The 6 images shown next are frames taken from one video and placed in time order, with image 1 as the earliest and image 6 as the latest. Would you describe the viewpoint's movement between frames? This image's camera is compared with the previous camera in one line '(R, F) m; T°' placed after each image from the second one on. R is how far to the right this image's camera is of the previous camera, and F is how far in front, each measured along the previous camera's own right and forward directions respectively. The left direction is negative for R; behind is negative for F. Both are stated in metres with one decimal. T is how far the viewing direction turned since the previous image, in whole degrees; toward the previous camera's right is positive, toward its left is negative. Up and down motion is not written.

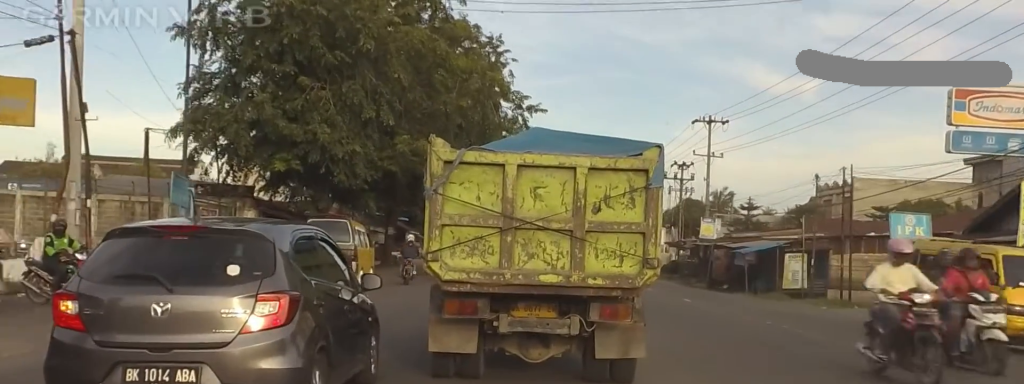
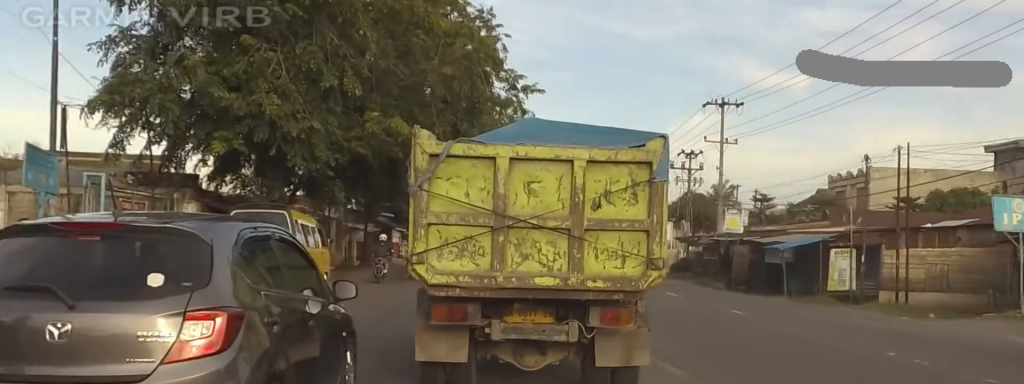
(0.0, +7.1) m; 0°
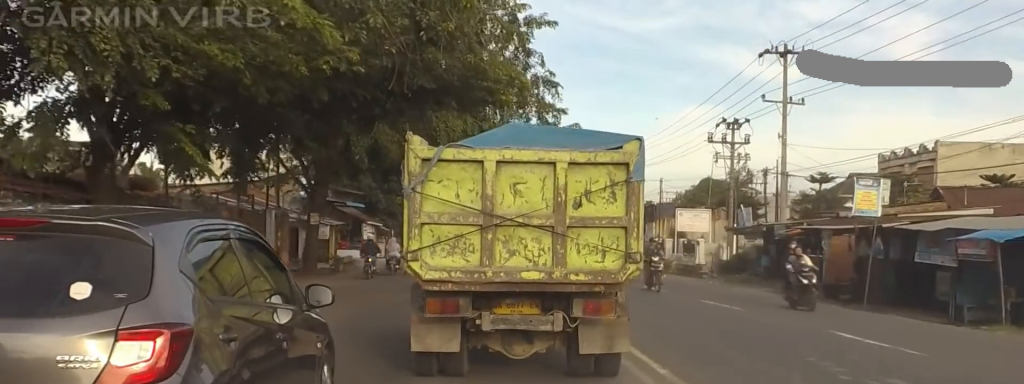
(-1.3, +17.5) m; -10°
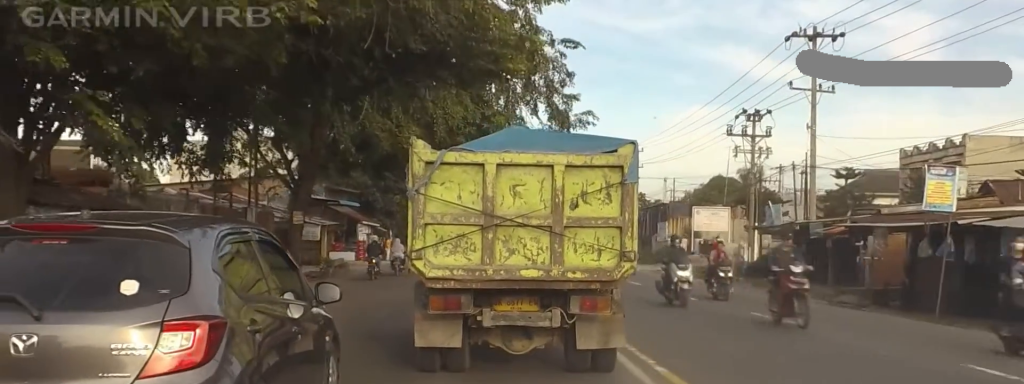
(-0.6, +4.6) m; 0°
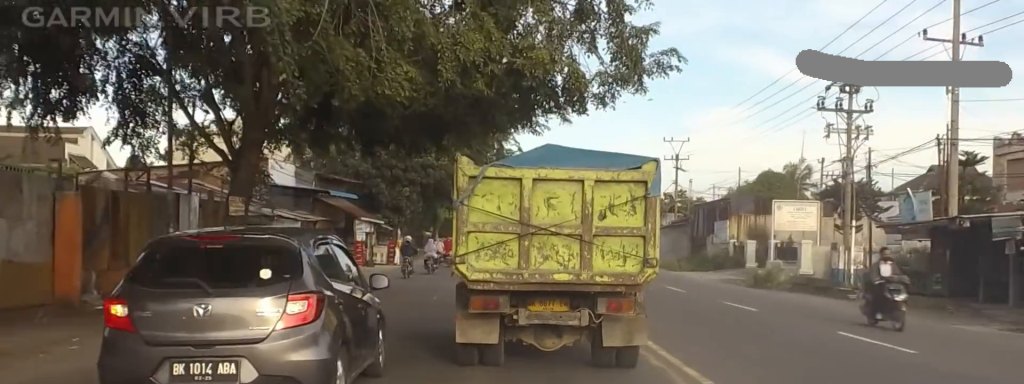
(+1.9, +12.1) m; +10°
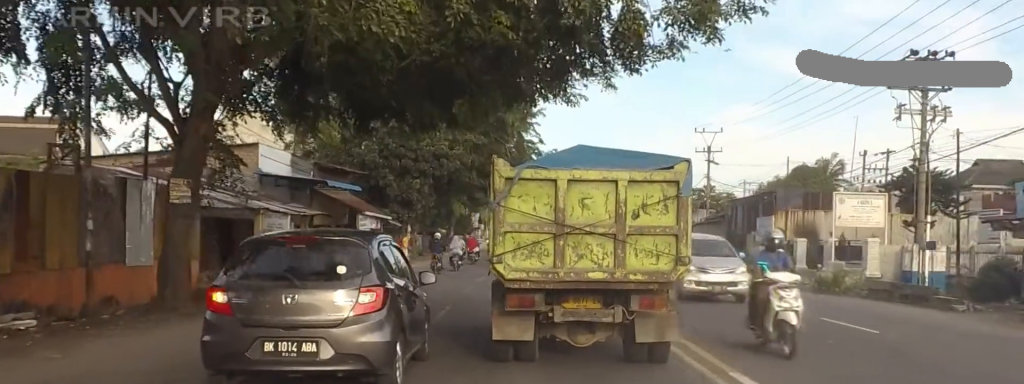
(0.0, +5.6) m; 0°
